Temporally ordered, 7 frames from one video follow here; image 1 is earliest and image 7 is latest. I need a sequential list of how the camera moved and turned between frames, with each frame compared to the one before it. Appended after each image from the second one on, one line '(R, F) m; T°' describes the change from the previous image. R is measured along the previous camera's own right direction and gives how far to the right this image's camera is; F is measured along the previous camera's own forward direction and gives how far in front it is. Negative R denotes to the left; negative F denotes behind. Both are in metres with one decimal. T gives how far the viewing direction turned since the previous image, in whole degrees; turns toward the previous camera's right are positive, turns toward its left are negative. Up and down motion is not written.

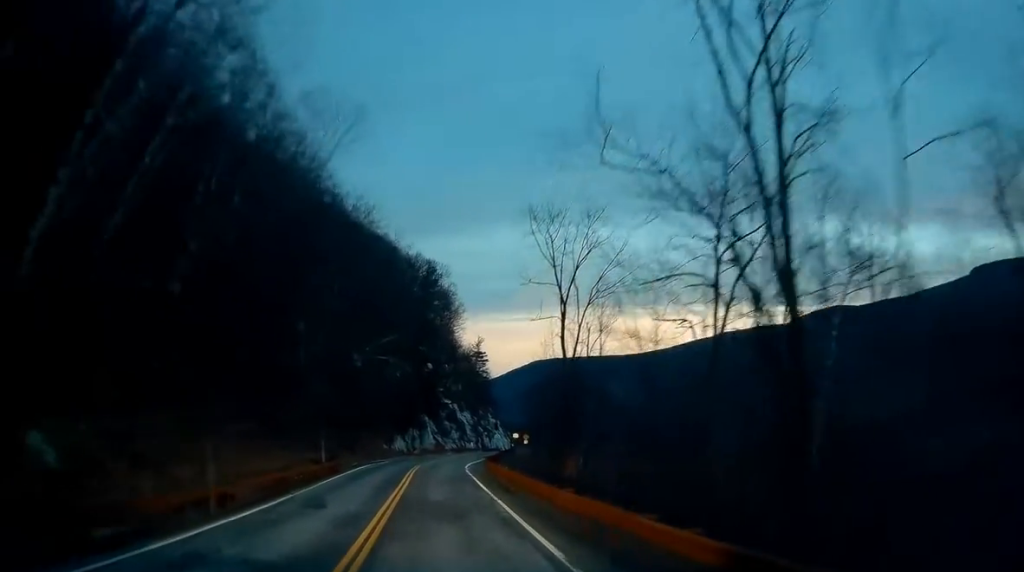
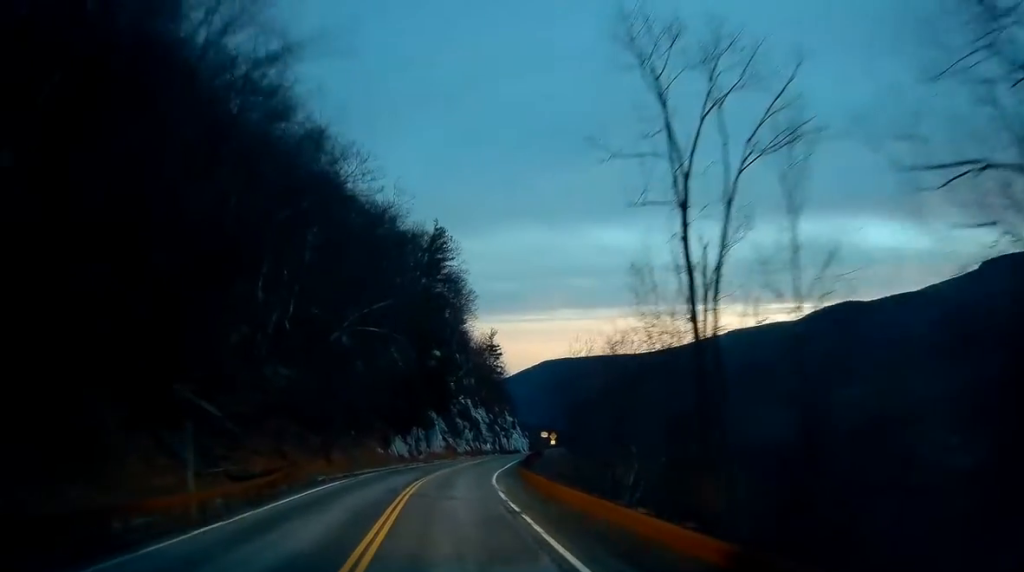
(+0.2, +16.7) m; 0°
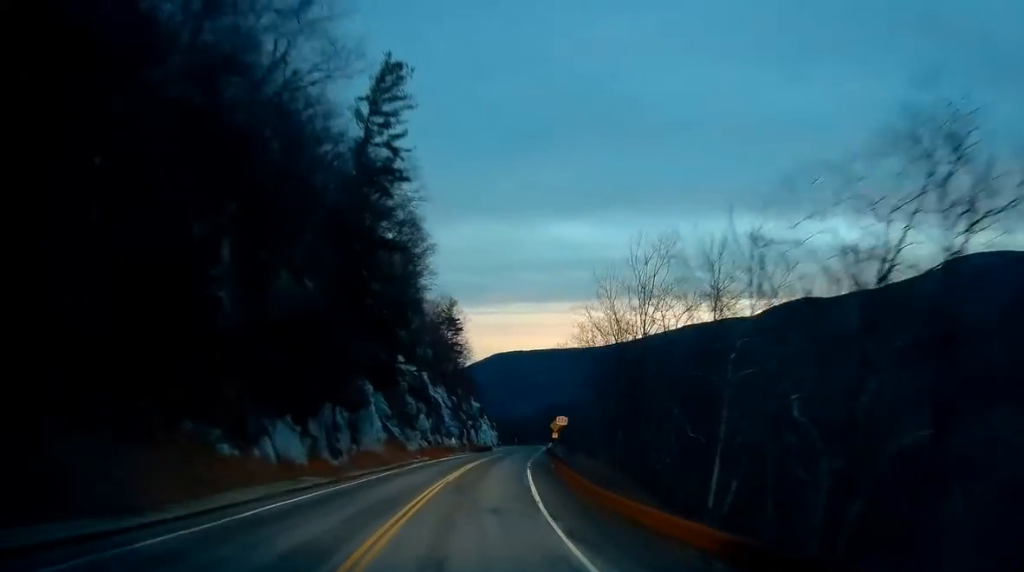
(+0.4, +31.8) m; +4°
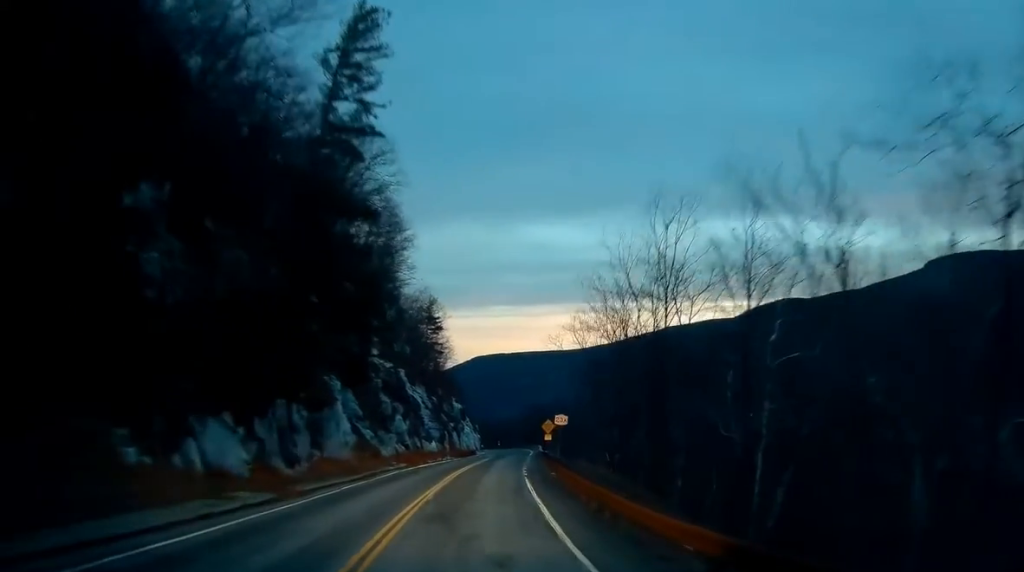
(+0.1, +6.3) m; +2°
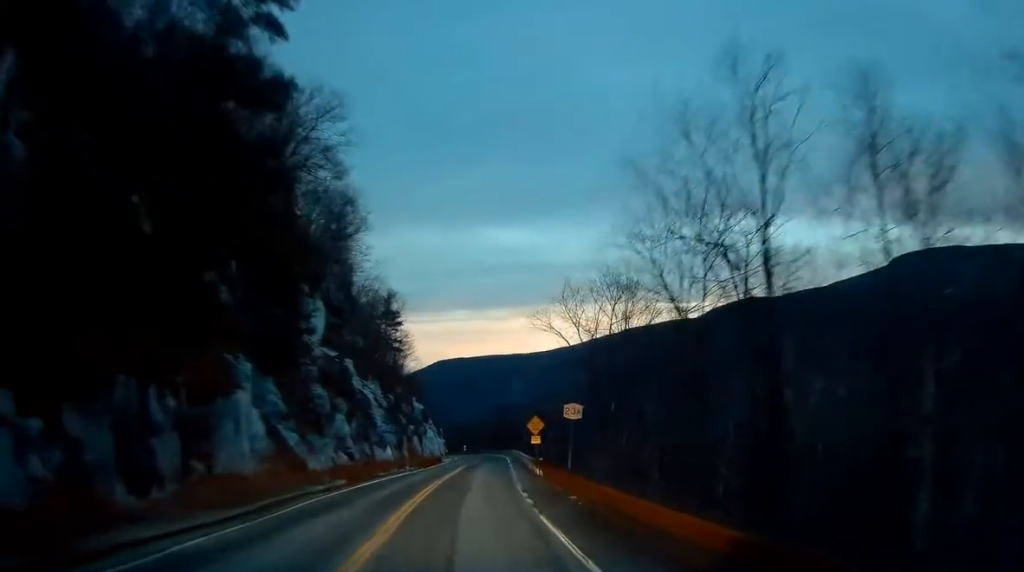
(+0.4, +12.2) m; +3°
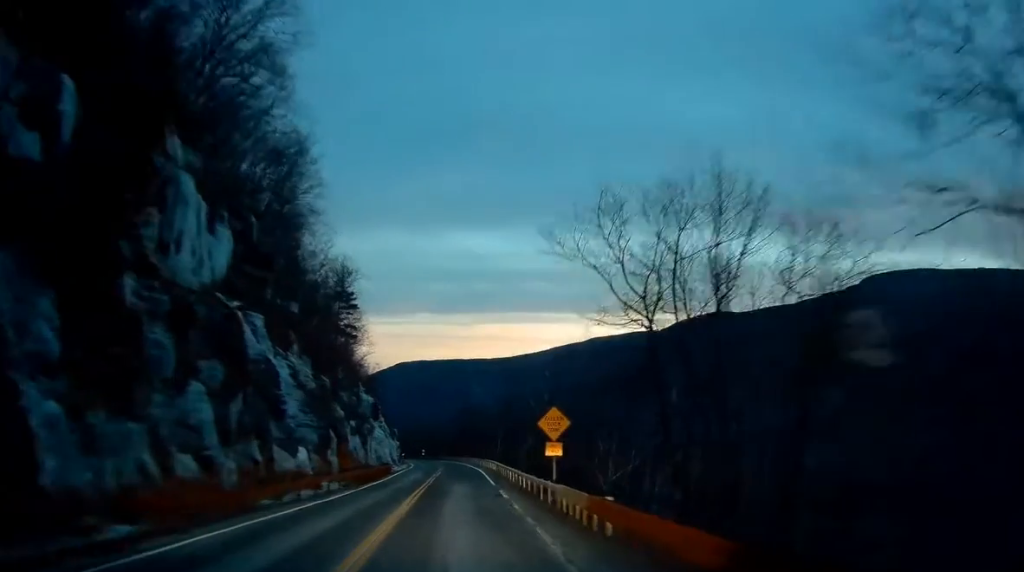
(+0.6, +18.5) m; +3°
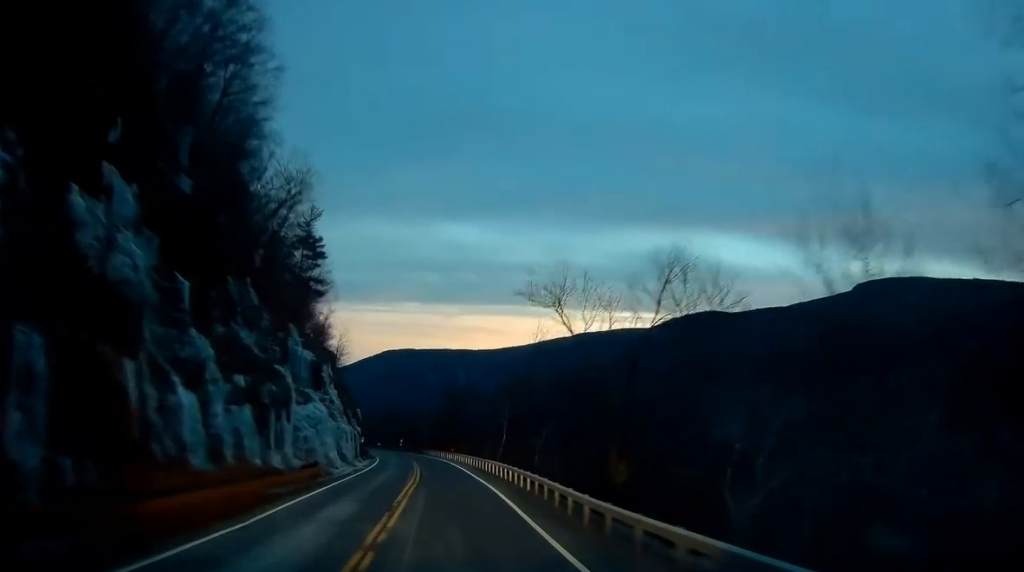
(+0.5, +26.3) m; +1°
